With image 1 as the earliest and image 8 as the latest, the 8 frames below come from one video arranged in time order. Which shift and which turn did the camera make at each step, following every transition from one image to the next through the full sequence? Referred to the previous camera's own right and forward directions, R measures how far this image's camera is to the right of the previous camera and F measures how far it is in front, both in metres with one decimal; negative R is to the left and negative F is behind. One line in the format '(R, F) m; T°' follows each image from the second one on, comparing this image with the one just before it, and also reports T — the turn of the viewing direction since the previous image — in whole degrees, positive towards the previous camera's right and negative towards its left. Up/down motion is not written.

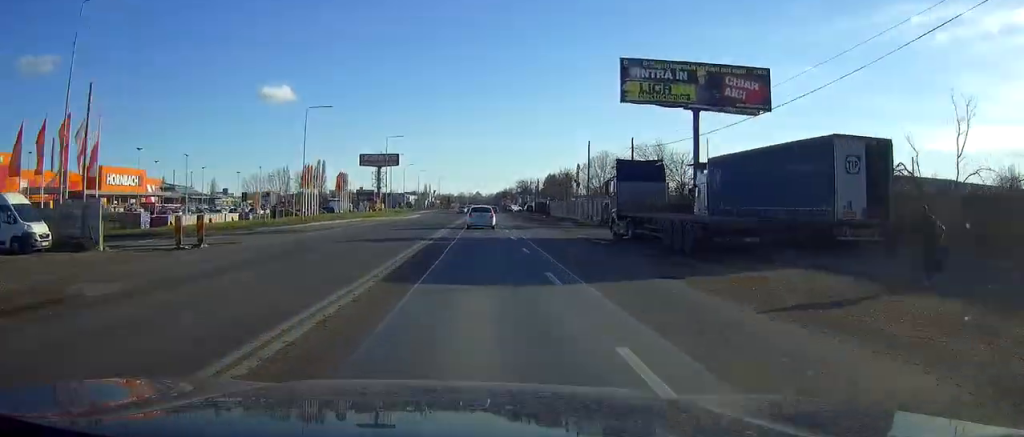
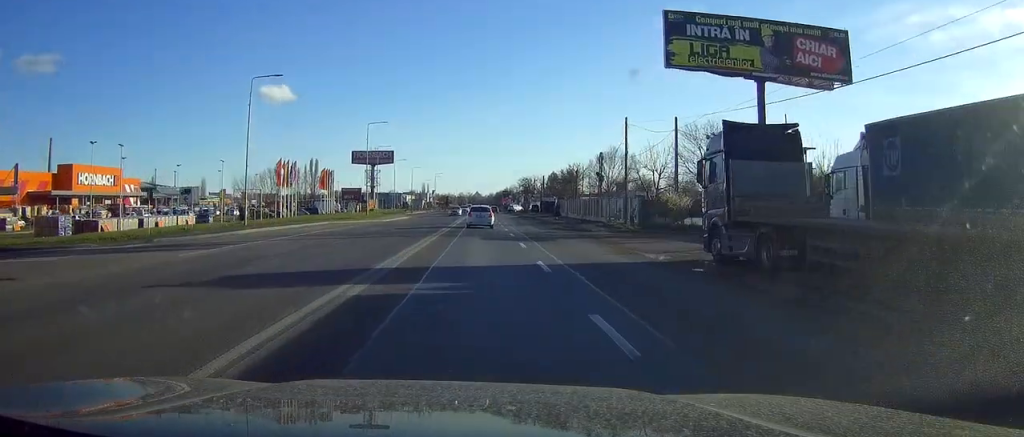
(0.0, +16.2) m; 0°
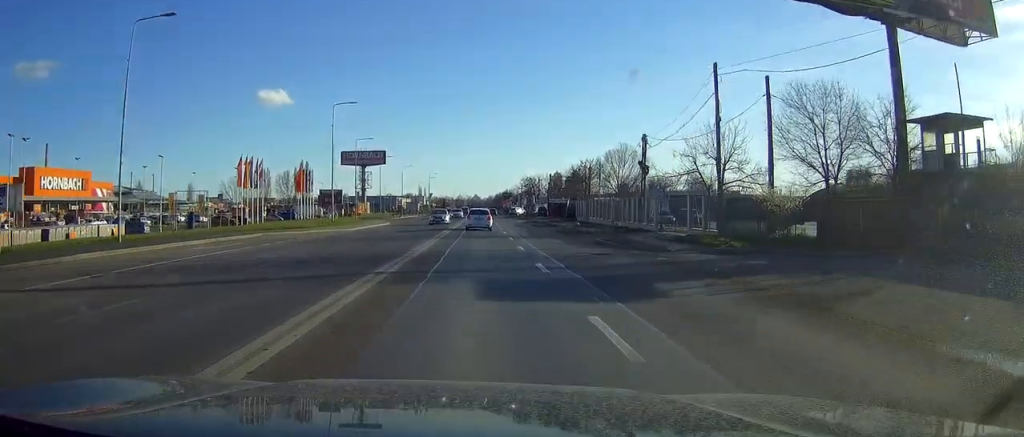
(0.0, +18.5) m; 0°
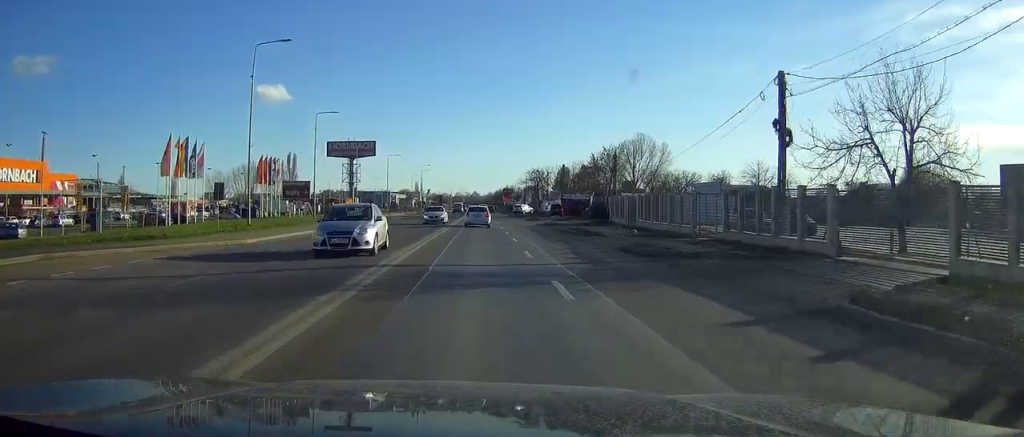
(0.0, +23.1) m; 0°
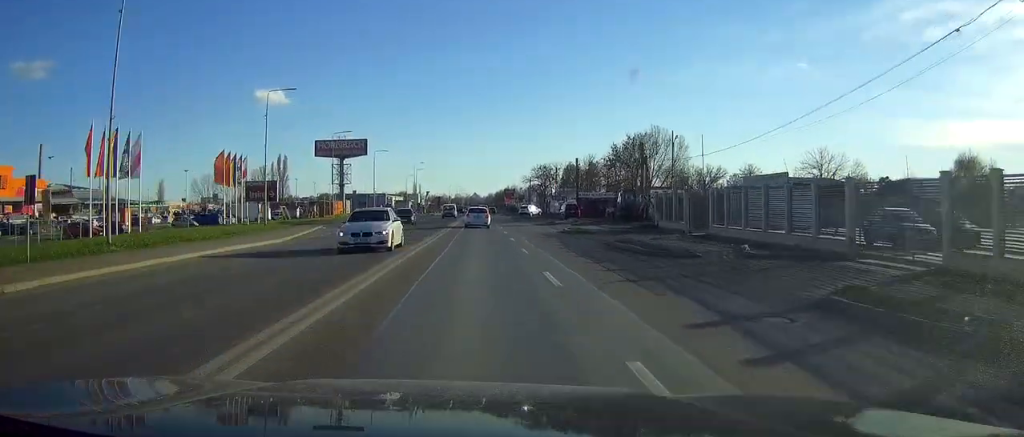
(-0.1, +16.5) m; 0°
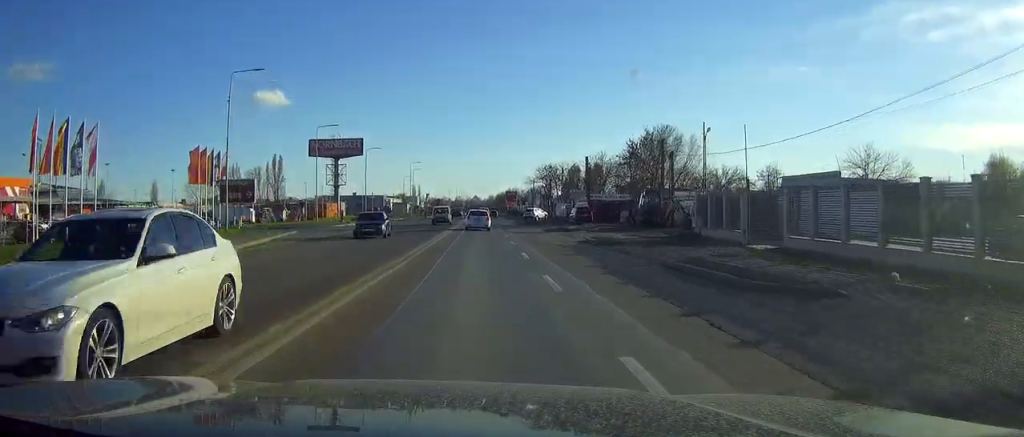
(0.0, +8.8) m; 0°
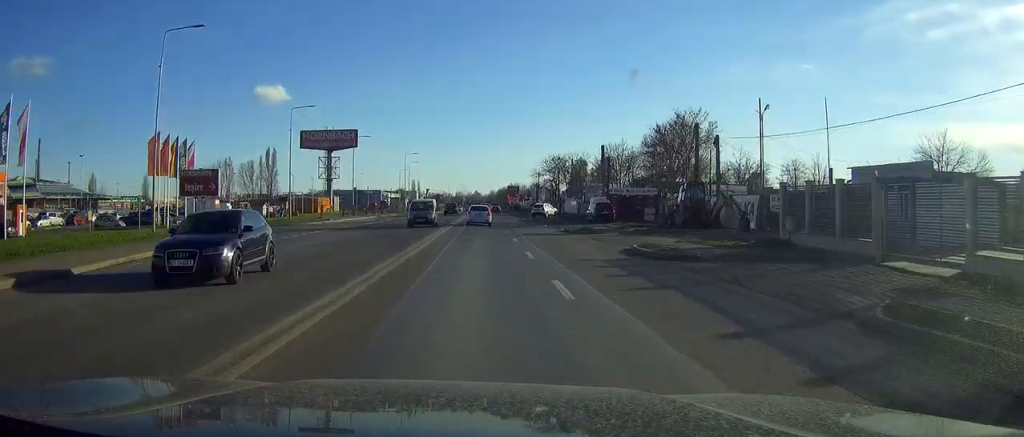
(0.0, +11.2) m; 0°
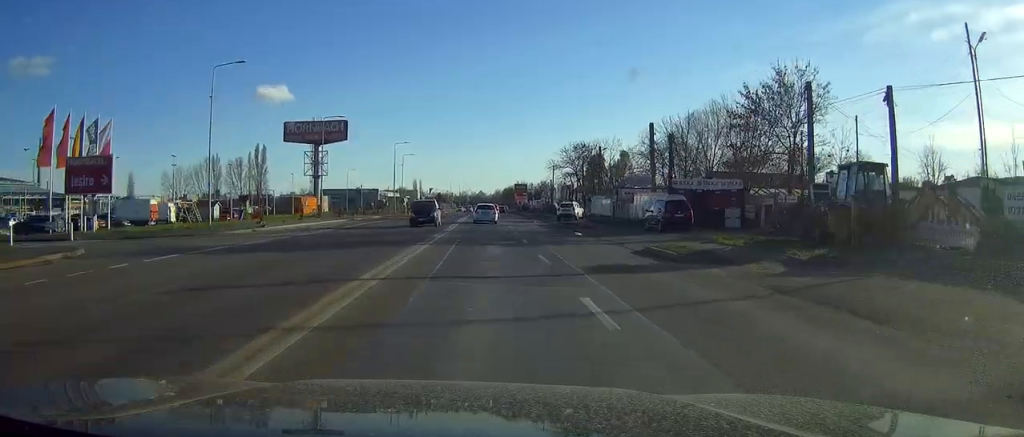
(0.0, +21.0) m; 0°
